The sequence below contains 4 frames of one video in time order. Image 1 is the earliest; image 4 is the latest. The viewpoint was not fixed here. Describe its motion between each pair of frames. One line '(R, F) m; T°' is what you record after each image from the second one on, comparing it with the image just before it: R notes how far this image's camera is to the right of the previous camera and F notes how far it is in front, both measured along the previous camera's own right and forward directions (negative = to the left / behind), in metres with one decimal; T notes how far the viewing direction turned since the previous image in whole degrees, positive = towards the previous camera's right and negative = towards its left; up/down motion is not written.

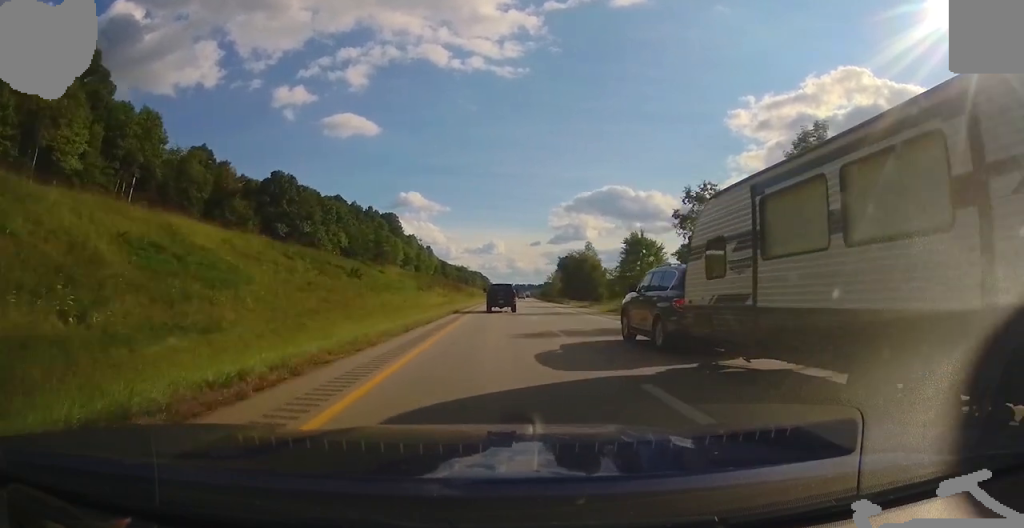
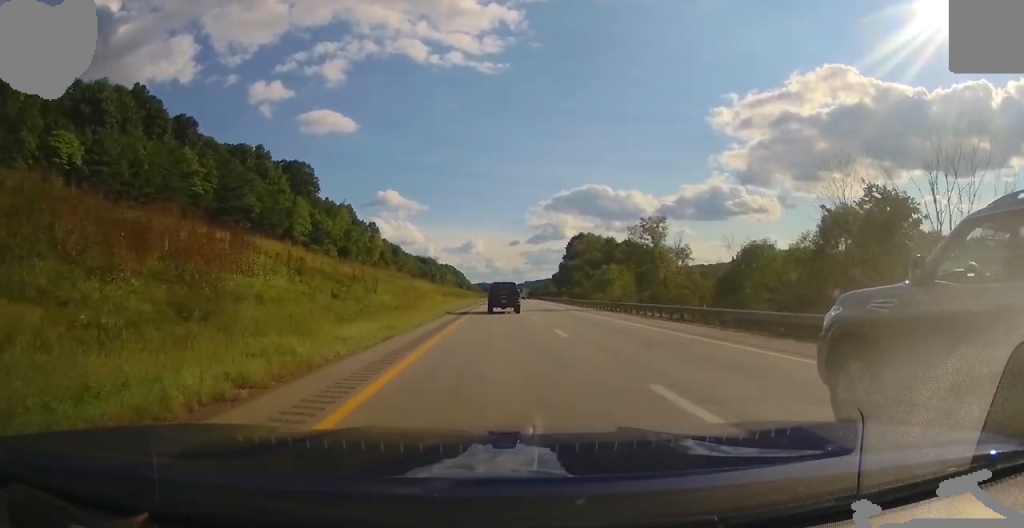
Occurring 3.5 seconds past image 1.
(+1.6, +122.6) m; +1°
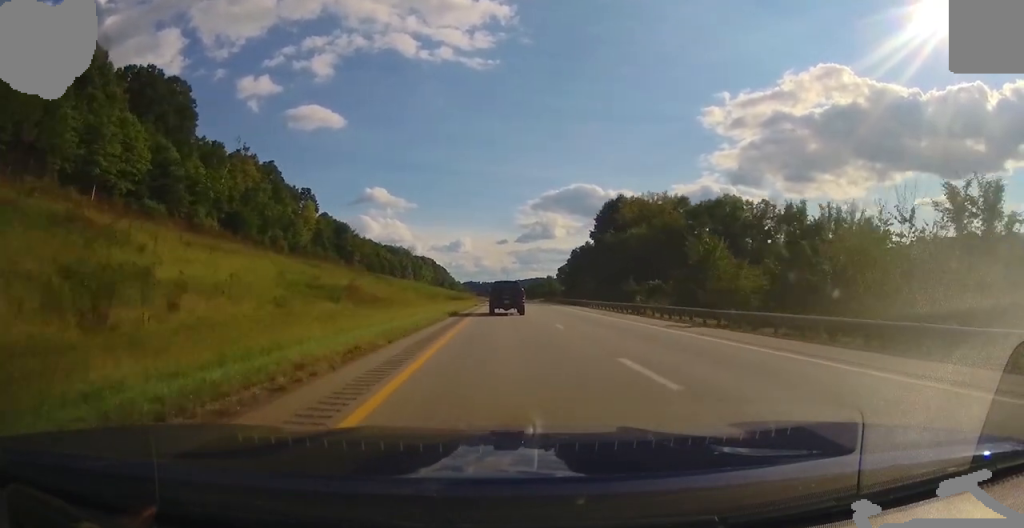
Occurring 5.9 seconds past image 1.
(+1.2, +83.3) m; +1°
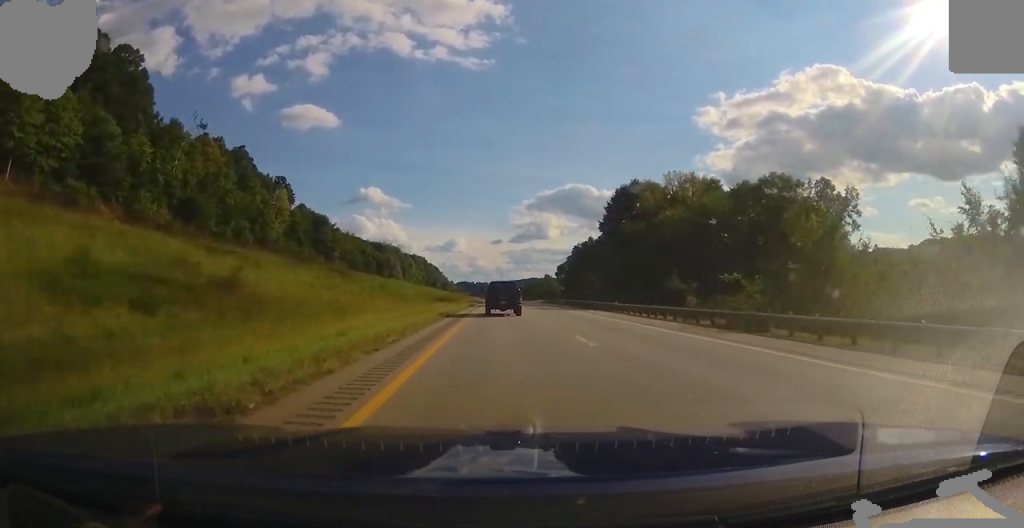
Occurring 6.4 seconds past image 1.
(0.0, +18.6) m; 0°
